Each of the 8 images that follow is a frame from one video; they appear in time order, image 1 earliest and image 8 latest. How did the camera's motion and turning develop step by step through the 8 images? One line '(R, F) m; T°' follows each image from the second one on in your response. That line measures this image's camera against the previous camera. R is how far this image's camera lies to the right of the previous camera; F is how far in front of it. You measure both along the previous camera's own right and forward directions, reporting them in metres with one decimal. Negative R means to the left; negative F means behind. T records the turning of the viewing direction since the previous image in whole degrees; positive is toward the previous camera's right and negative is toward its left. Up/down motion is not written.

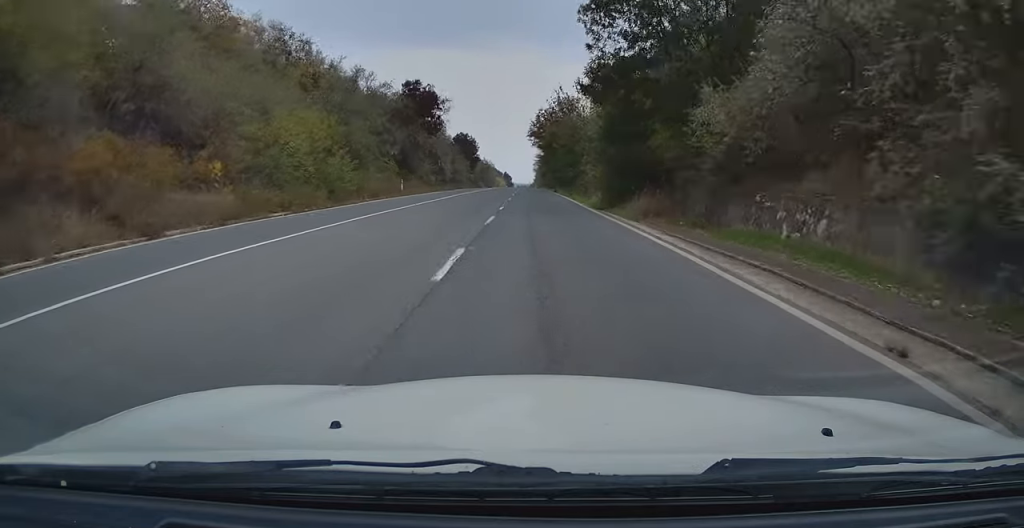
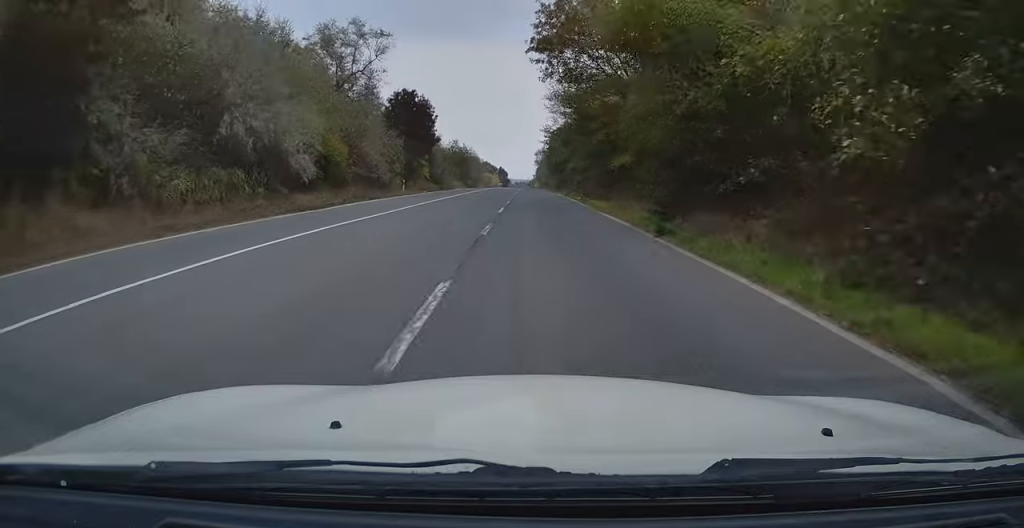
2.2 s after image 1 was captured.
(0.0, +47.6) m; 0°
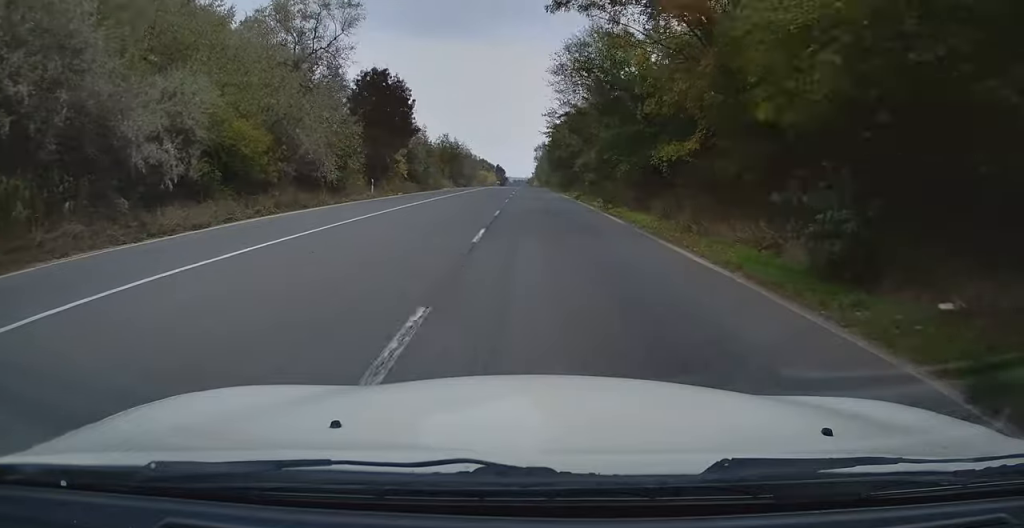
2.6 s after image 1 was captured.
(+0.1, +10.5) m; 0°
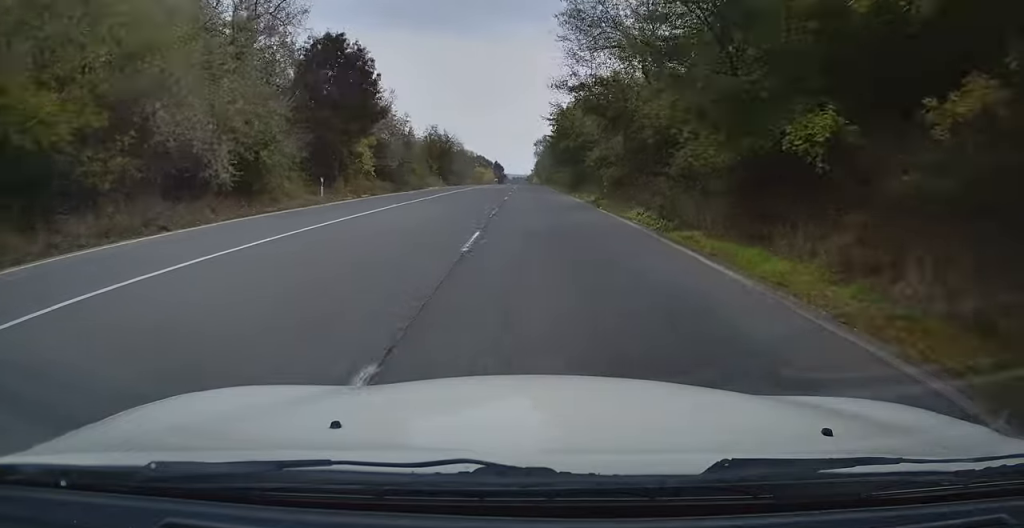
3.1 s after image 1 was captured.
(-0.1, +10.7) m; 0°
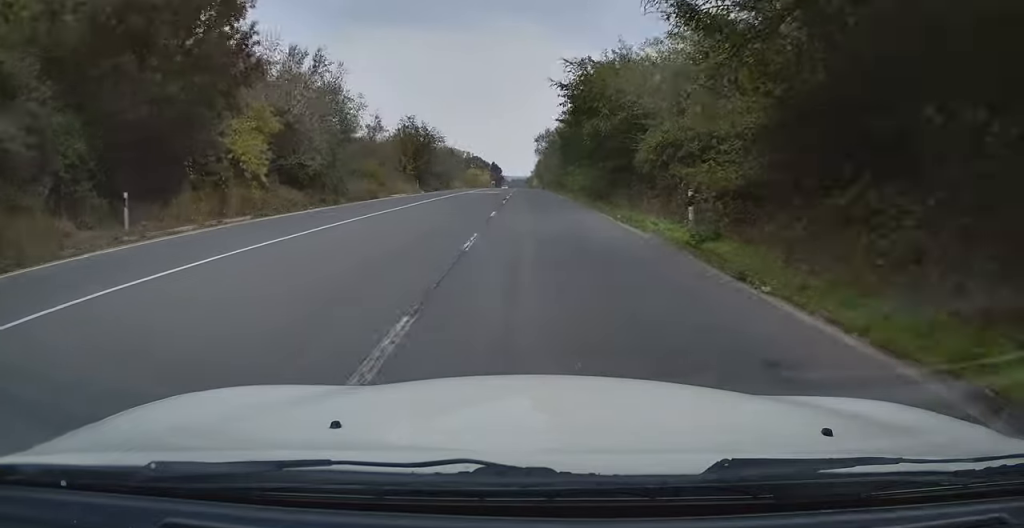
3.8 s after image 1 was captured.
(-0.1, +16.9) m; 0°
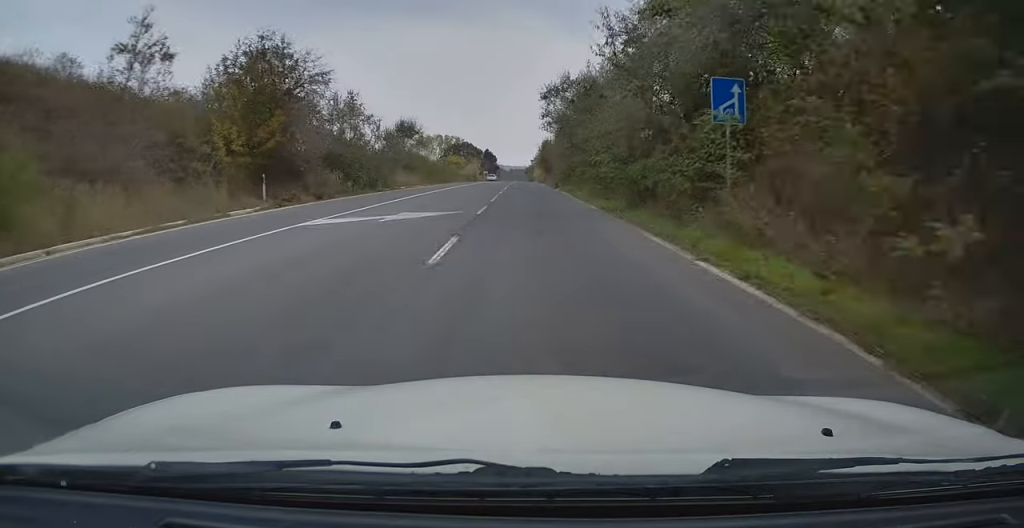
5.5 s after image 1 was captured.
(+0.1, +38.1) m; 0°
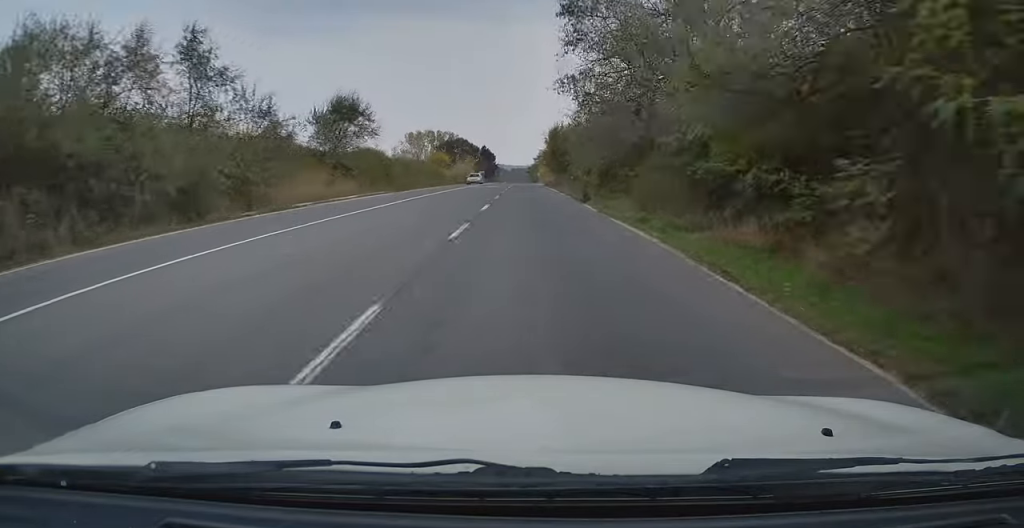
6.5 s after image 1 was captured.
(-0.1, +23.7) m; +1°
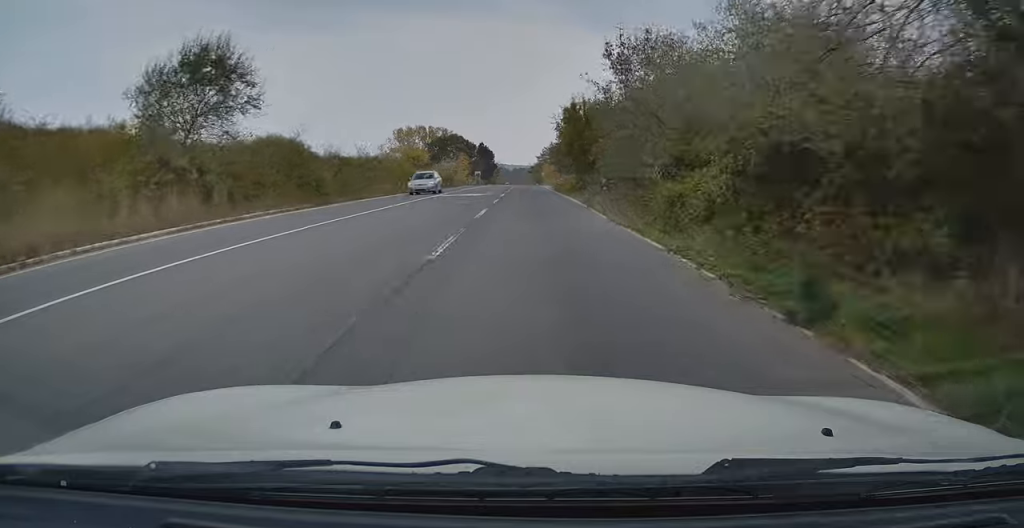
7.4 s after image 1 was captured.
(+0.3, +20.6) m; 0°
